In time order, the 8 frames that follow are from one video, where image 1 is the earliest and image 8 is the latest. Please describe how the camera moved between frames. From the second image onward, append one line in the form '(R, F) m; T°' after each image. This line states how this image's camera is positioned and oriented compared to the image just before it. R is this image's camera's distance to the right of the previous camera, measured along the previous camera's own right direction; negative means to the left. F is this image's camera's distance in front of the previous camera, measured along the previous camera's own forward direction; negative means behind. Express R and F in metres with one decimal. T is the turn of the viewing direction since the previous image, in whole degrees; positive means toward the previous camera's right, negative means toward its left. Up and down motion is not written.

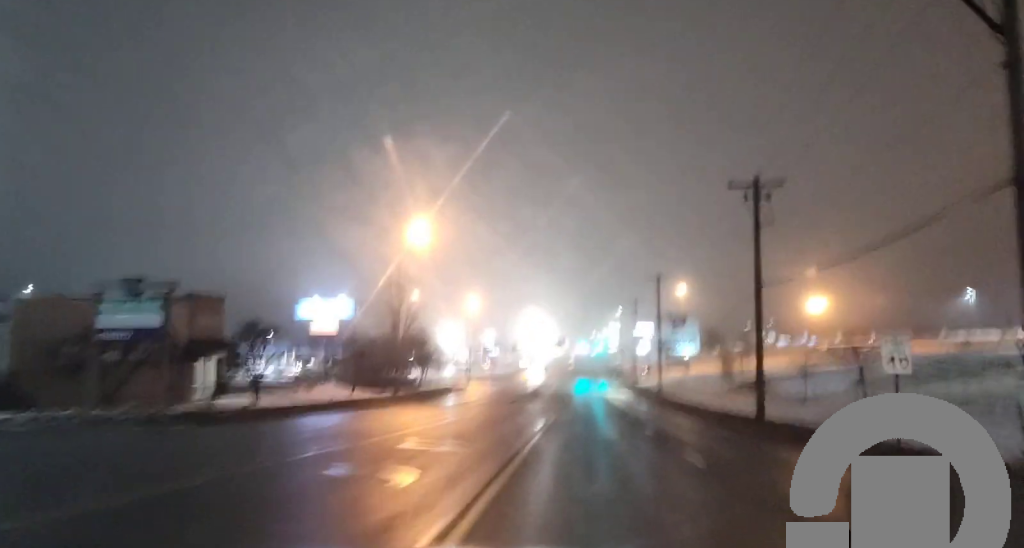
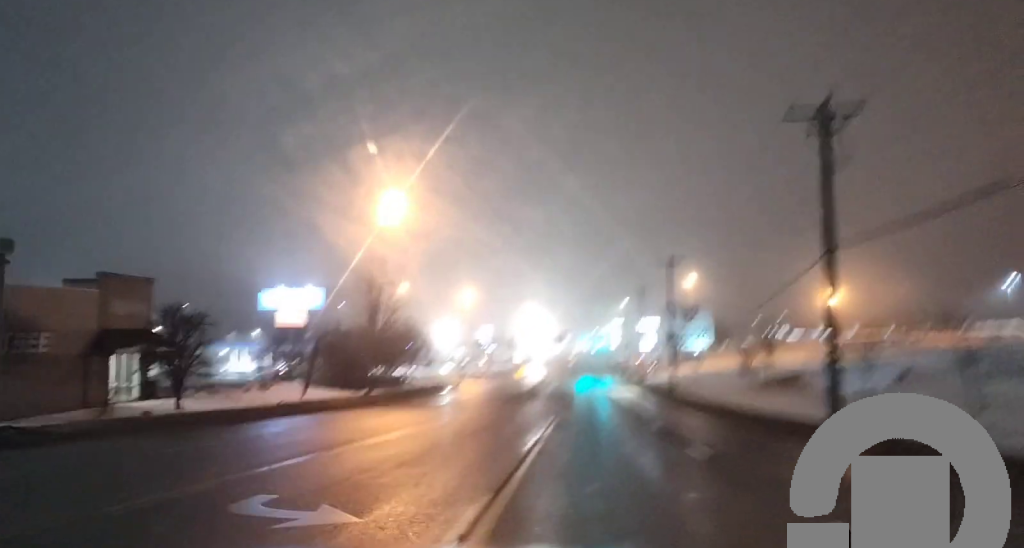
(0.0, +10.7) m; 0°
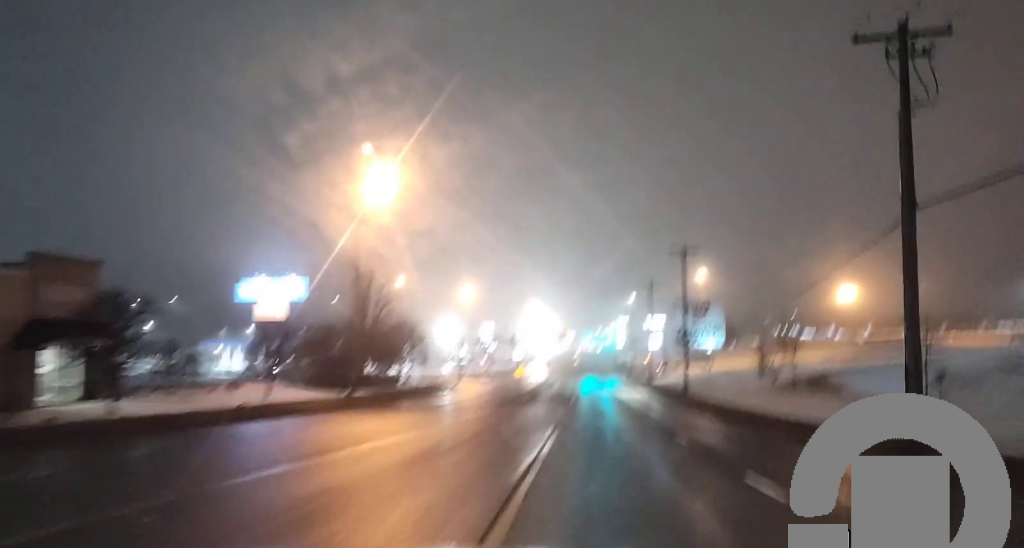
(0.0, +6.3) m; 0°
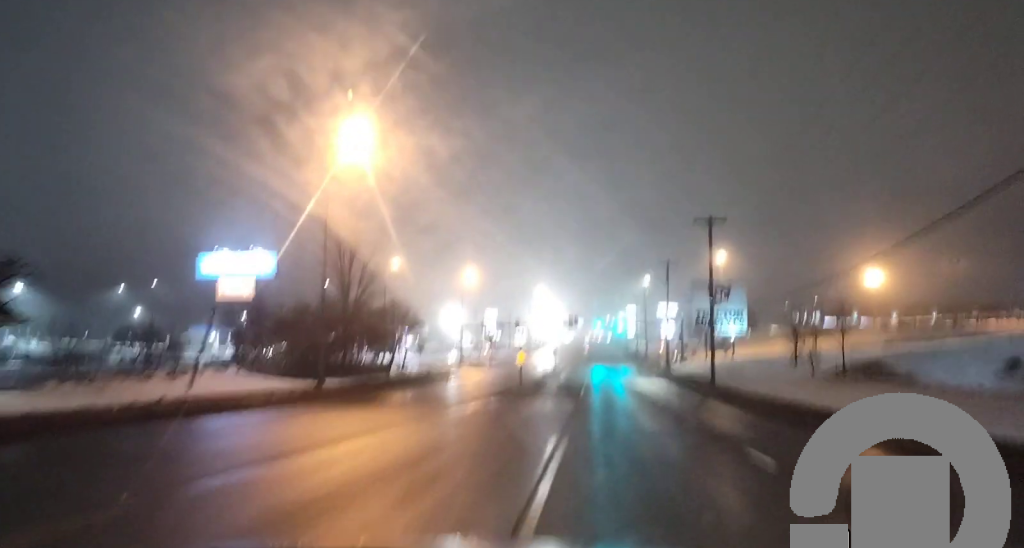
(0.0, +9.3) m; 0°
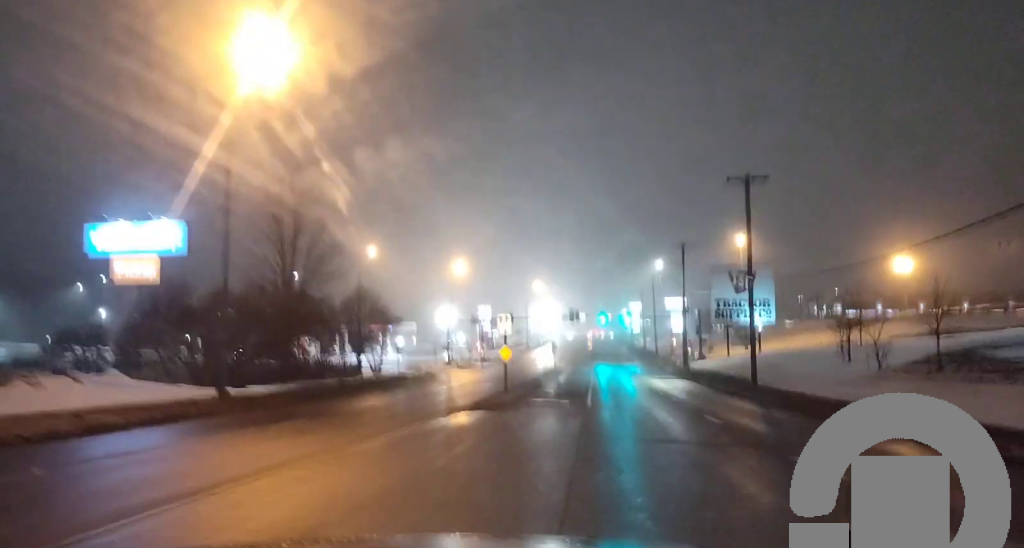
(0.0, +14.1) m; 0°
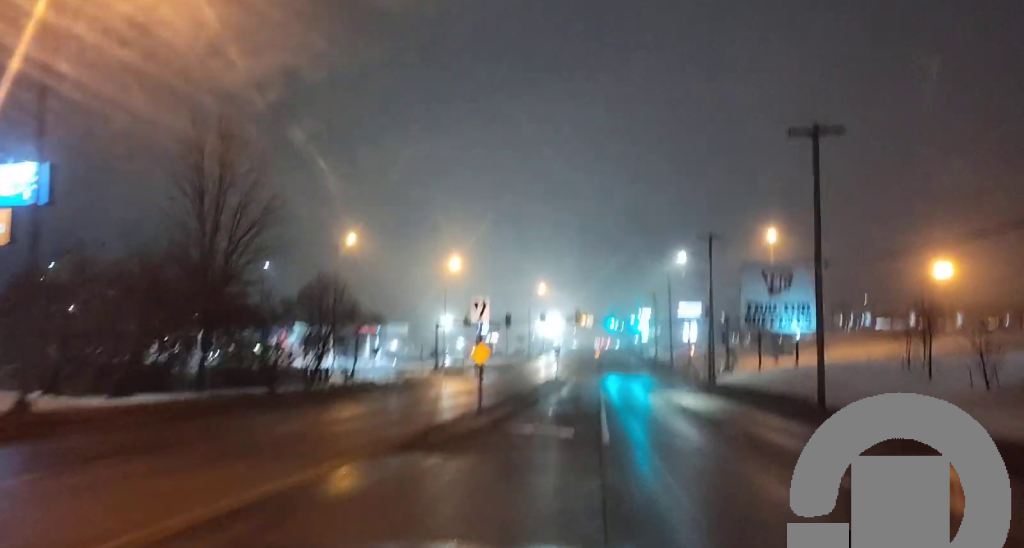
(-0.1, +13.3) m; 0°
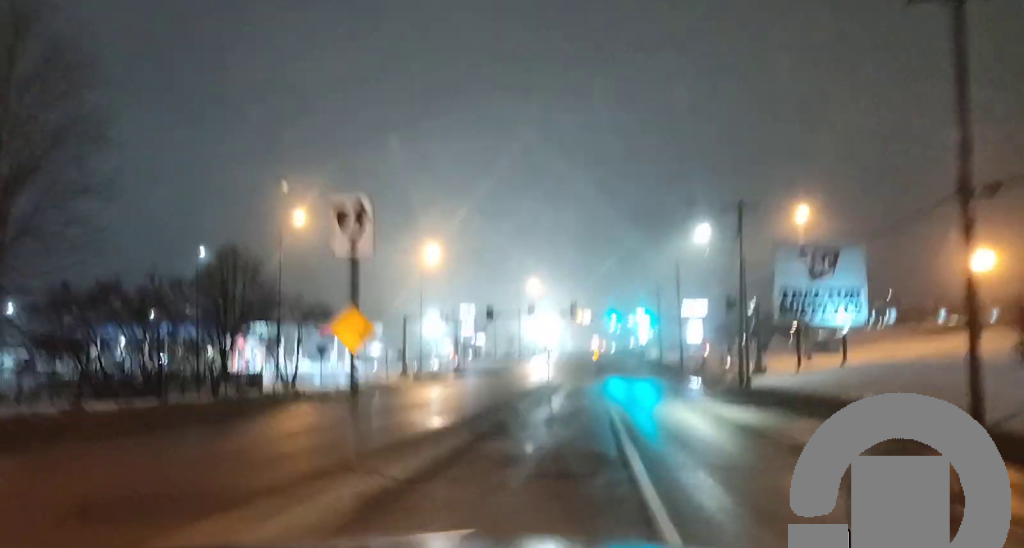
(+0.1, +16.0) m; +1°
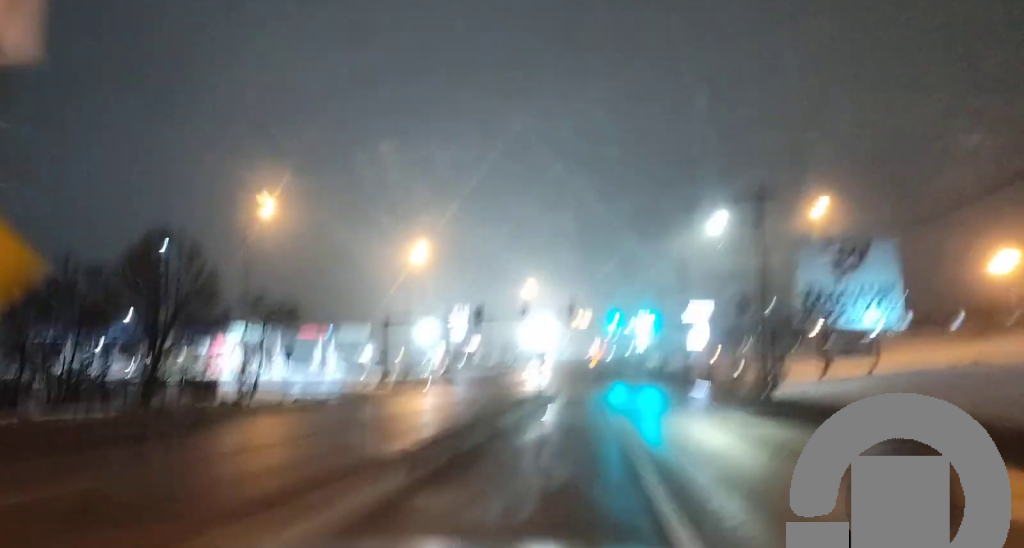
(0.0, +7.2) m; 0°
